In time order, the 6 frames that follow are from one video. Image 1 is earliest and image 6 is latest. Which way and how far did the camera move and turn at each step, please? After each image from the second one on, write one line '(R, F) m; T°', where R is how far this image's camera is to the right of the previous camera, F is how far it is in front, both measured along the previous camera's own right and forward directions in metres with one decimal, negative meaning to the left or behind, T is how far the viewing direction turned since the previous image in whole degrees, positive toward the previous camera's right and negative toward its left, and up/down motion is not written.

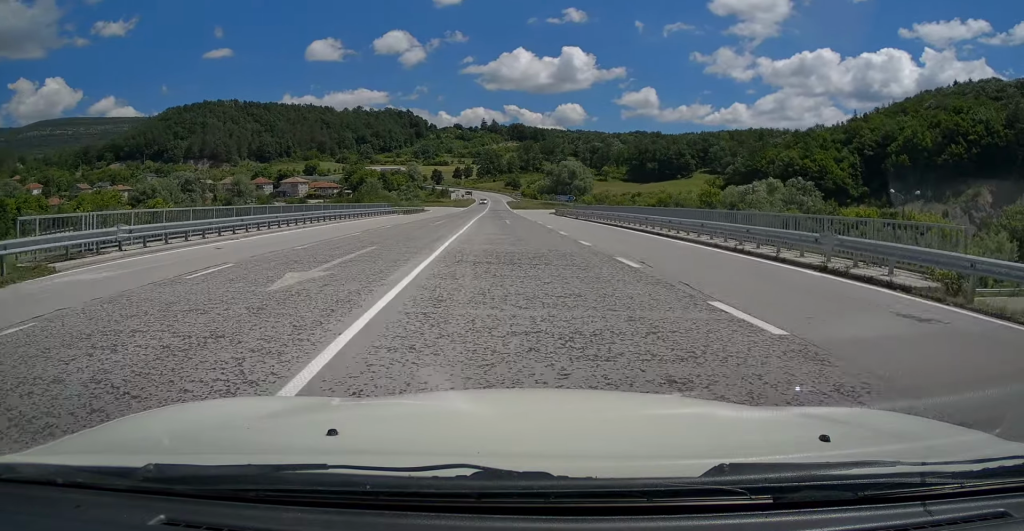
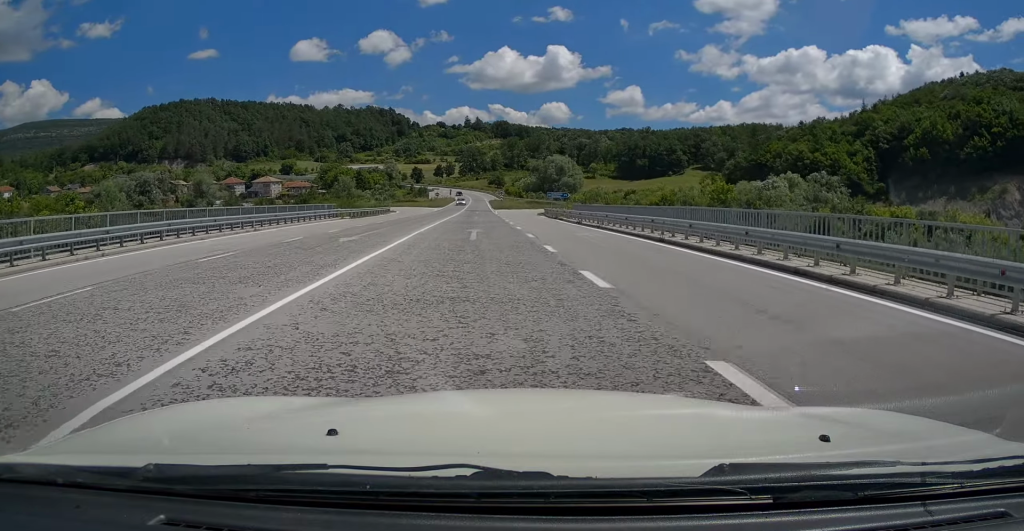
(+0.3, +15.0) m; +2°
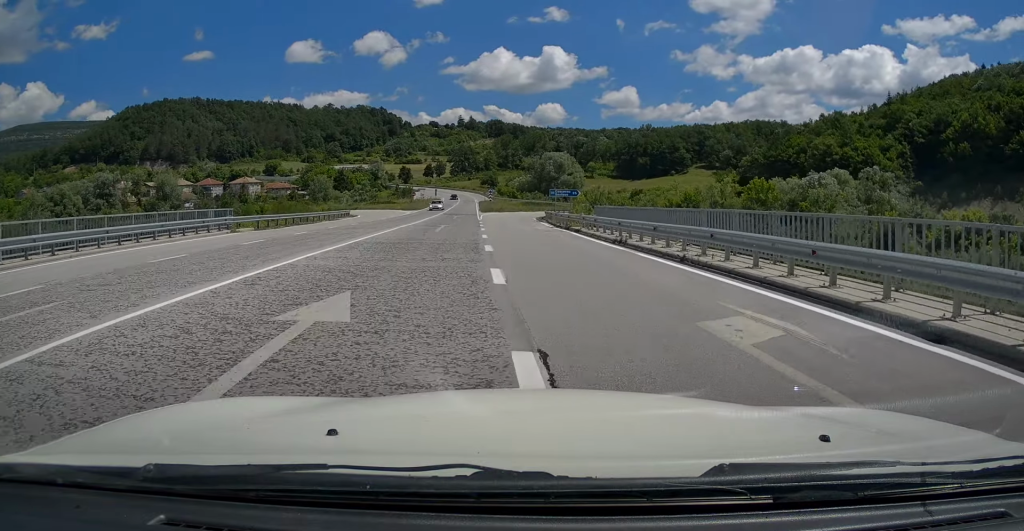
(+0.4, +17.9) m; 0°
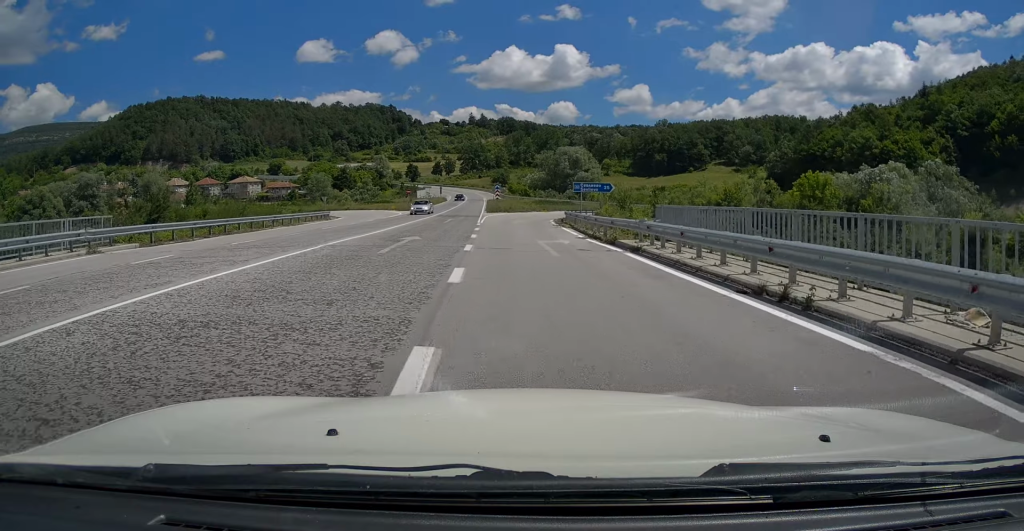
(-0.1, +12.2) m; -2°
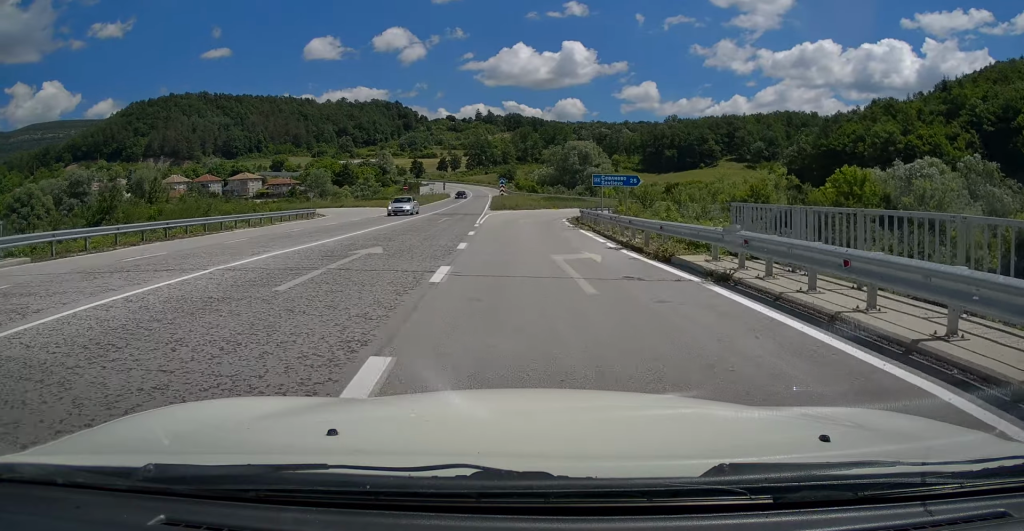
(-0.2, +6.5) m; -1°
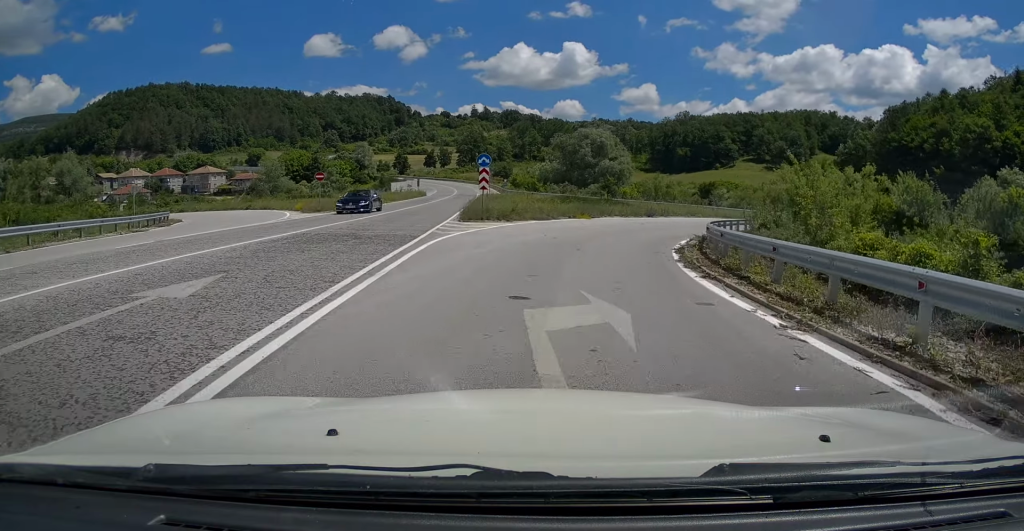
(+0.4, +28.7) m; +3°
